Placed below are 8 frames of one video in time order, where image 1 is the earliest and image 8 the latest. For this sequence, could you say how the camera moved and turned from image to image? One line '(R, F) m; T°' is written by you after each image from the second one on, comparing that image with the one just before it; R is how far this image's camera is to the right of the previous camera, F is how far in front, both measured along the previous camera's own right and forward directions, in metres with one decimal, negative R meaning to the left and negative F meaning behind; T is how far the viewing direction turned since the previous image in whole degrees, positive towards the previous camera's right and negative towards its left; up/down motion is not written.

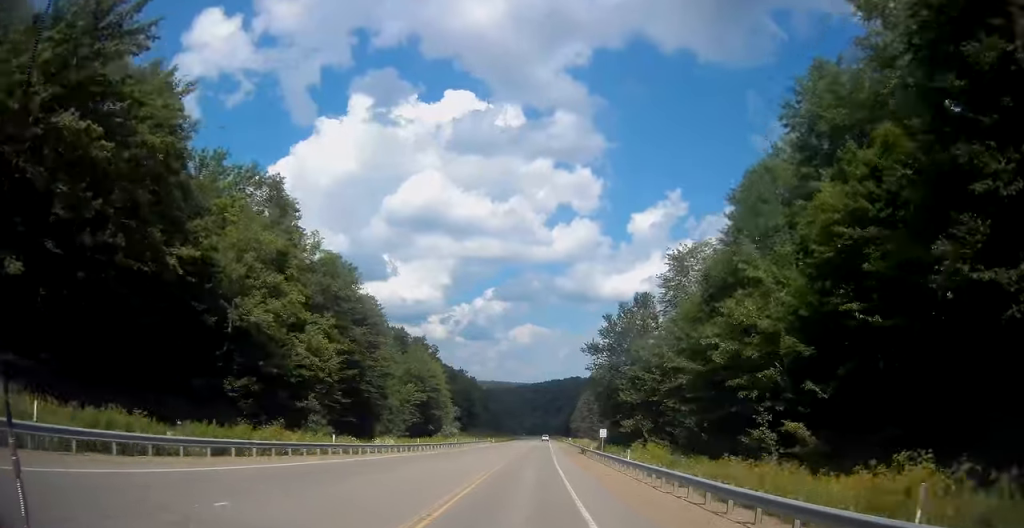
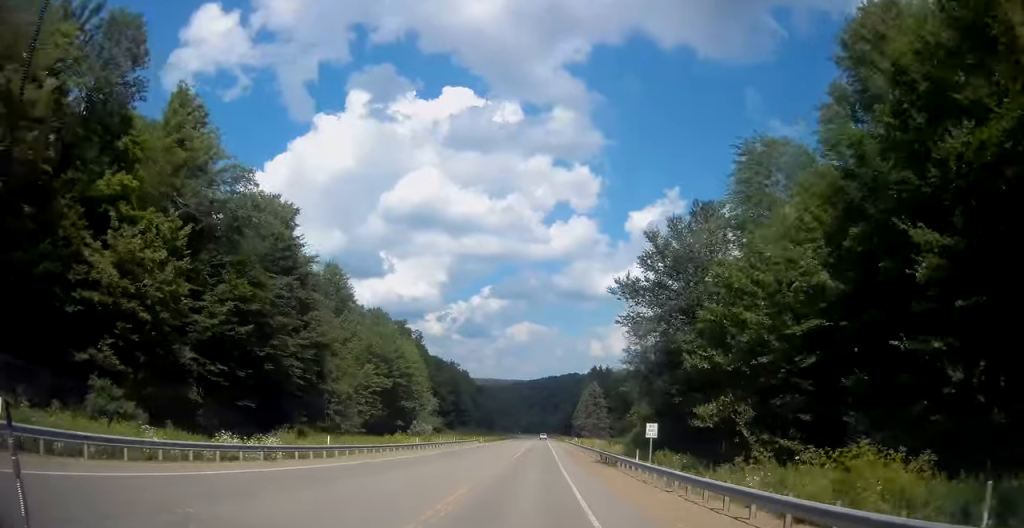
(0.0, +24.0) m; 0°
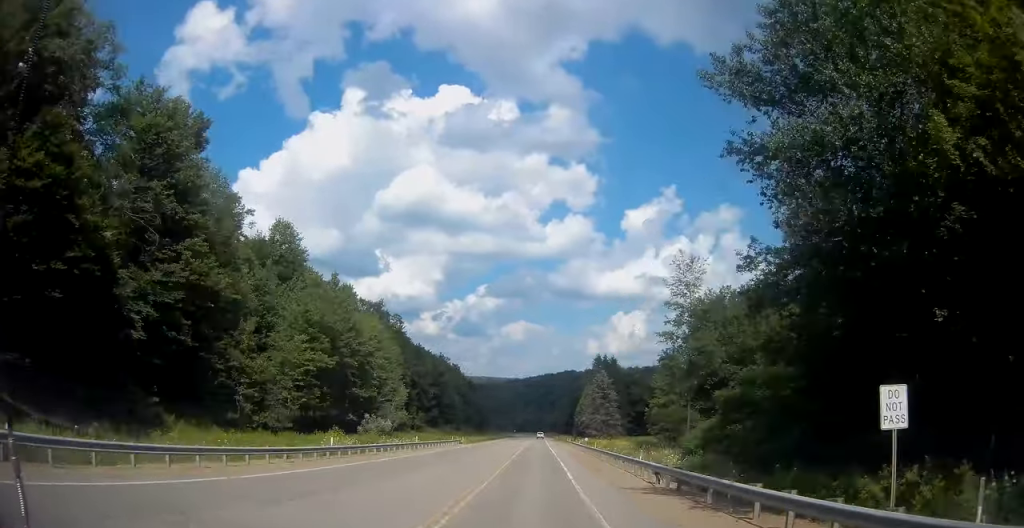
(-0.1, +22.4) m; +1°
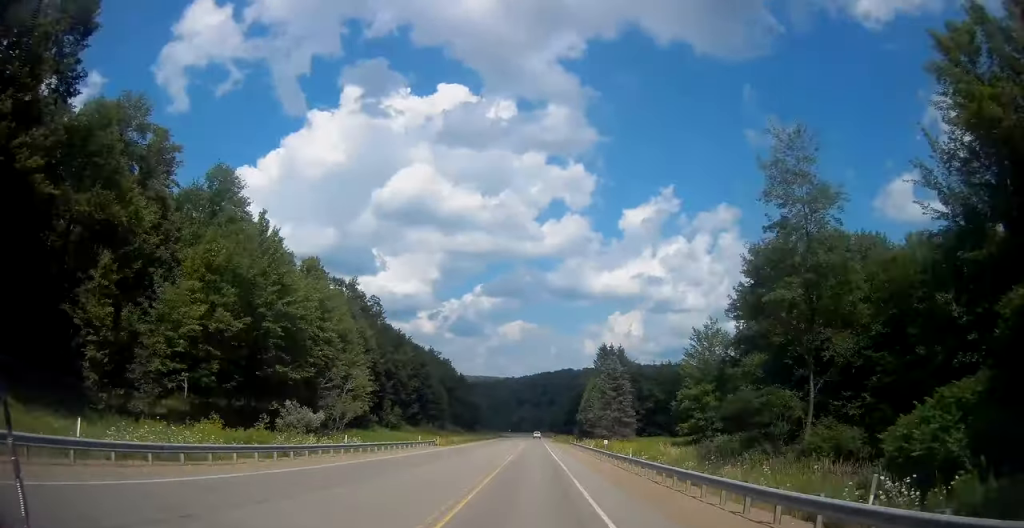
(+0.1, +19.8) m; +1°
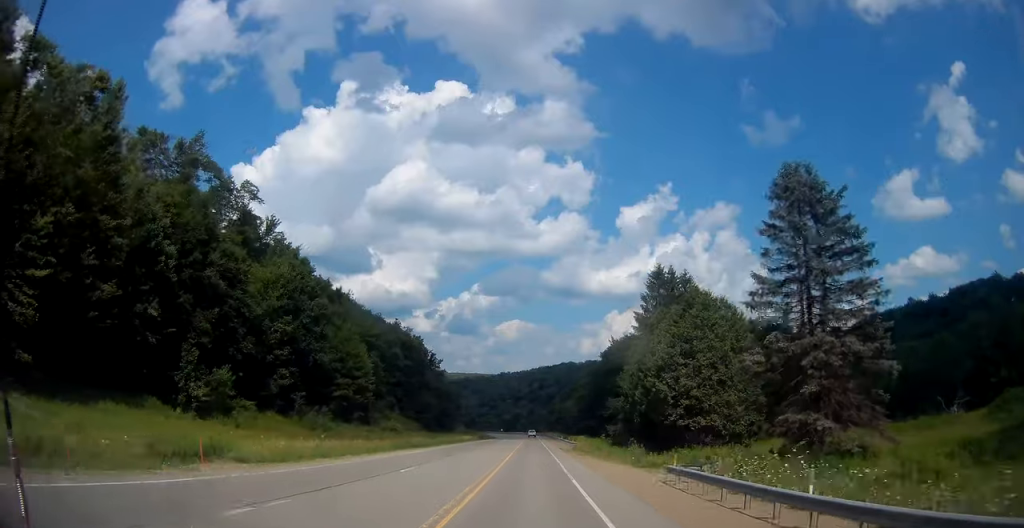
(+0.7, +66.1) m; 0°
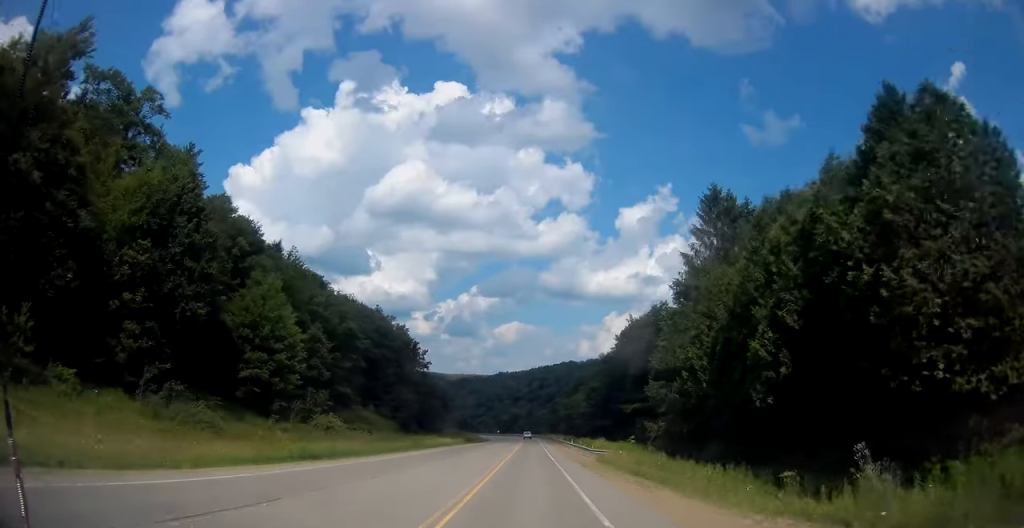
(-0.2, +25.7) m; 0°
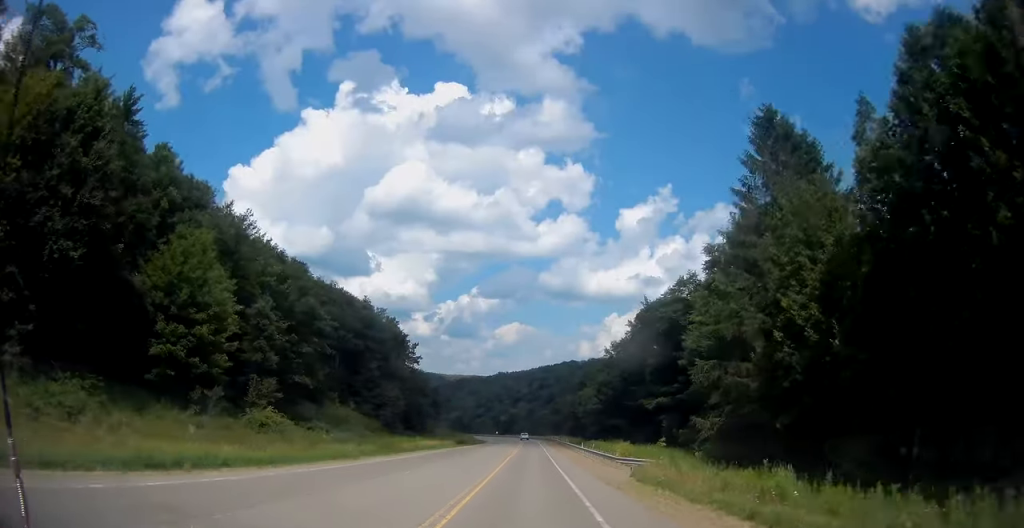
(0.0, +14.3) m; 0°
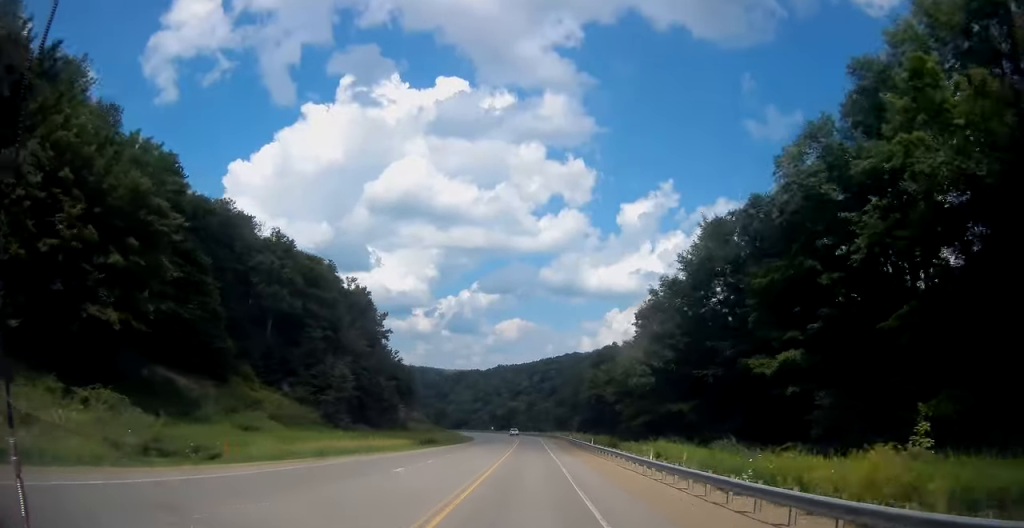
(+0.3, +33.0) m; 0°
